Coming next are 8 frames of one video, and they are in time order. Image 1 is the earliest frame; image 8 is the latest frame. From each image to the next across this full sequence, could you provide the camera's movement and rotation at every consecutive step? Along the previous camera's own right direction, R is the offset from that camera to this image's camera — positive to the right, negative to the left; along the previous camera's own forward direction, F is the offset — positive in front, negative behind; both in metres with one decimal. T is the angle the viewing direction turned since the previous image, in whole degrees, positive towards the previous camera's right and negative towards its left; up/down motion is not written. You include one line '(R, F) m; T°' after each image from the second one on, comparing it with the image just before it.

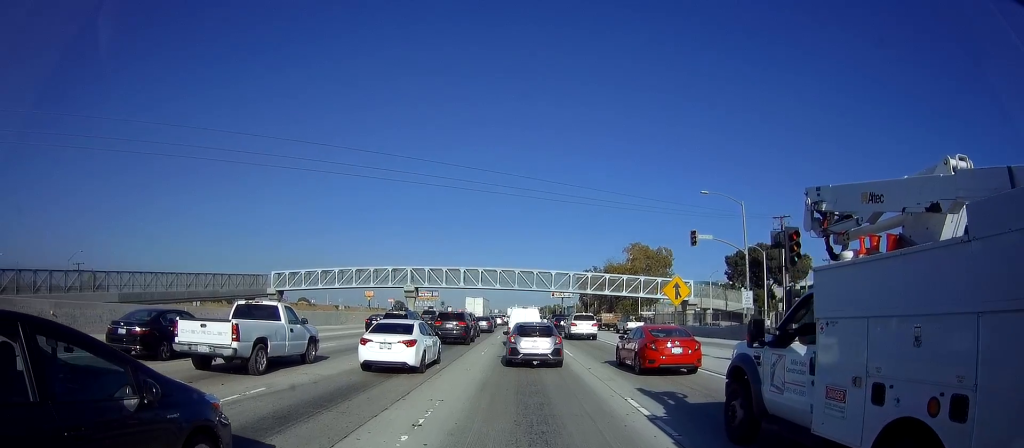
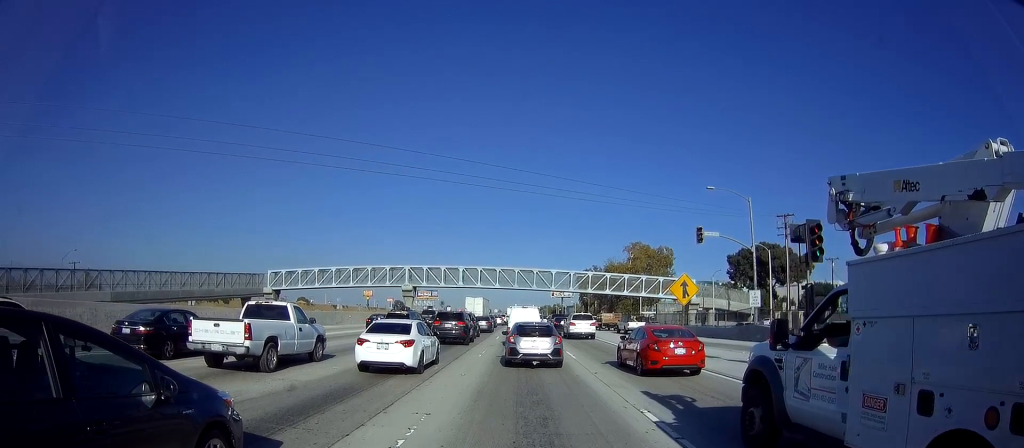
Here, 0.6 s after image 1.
(0.0, +1.4) m; -1°
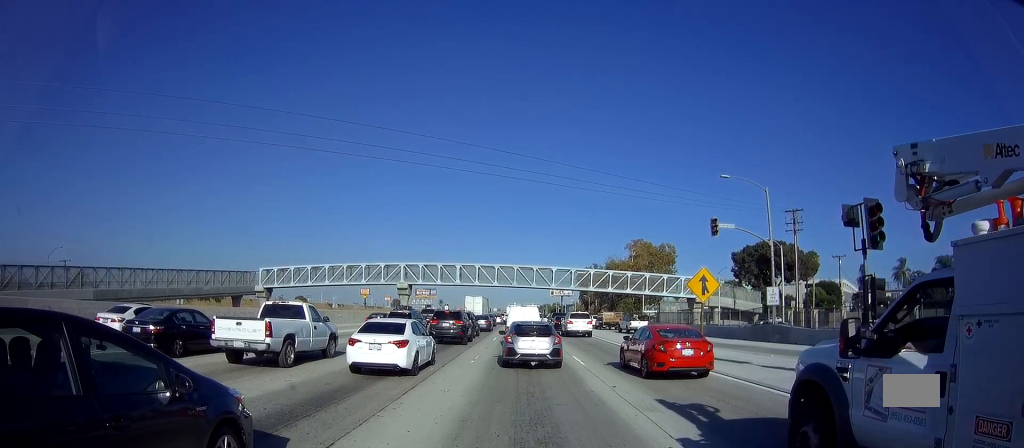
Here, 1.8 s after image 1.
(0.0, +2.9) m; -1°
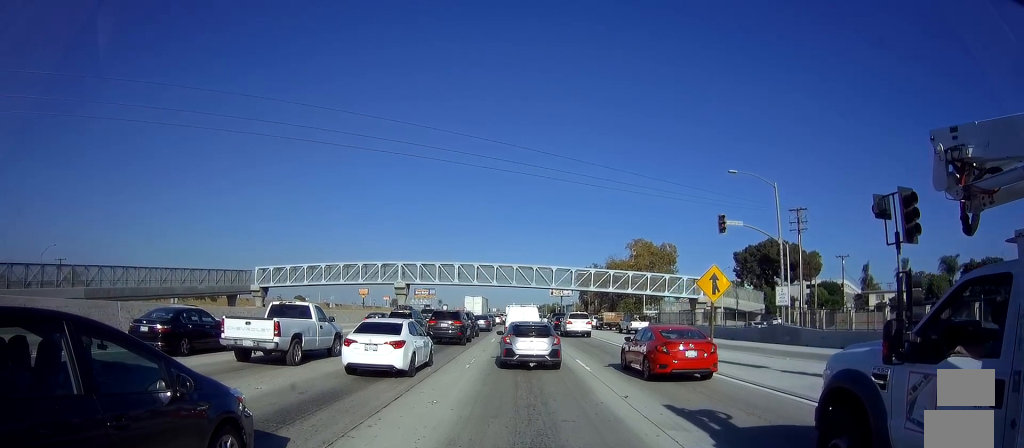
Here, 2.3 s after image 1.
(-0.1, +1.3) m; 0°
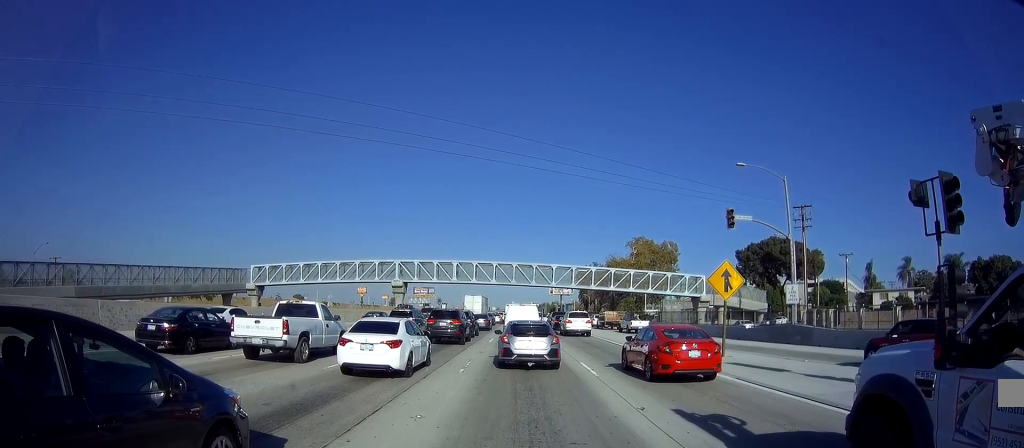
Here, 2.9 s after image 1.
(+0.1, +1.4) m; 0°
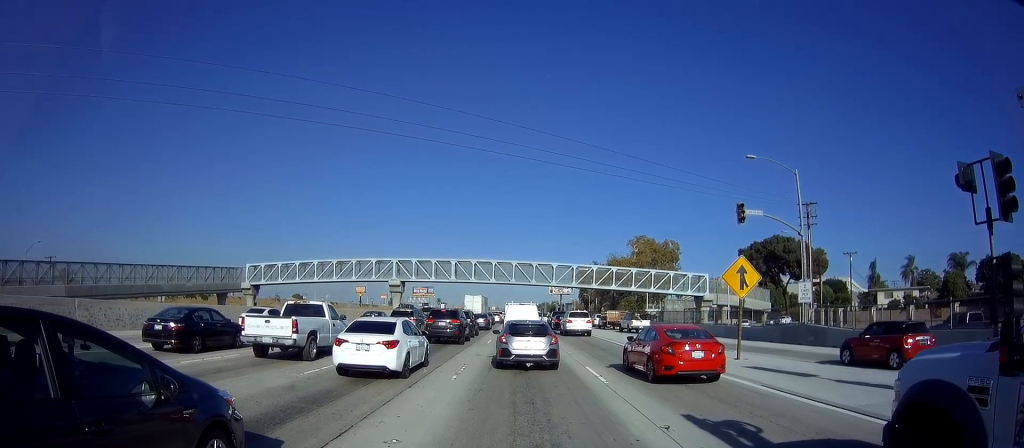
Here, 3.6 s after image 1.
(0.0, +1.6) m; 0°
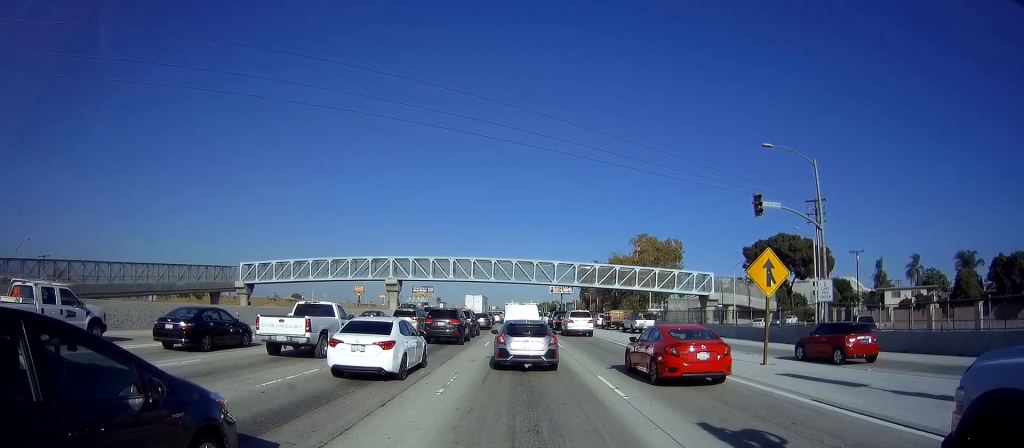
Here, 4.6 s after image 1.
(0.0, +2.2) m; 0°
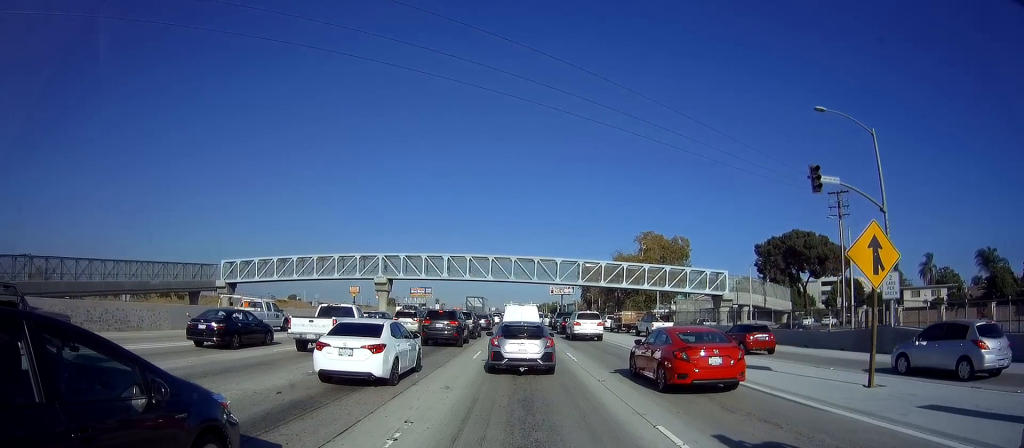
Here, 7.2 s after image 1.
(+0.1, +6.3) m; 0°
